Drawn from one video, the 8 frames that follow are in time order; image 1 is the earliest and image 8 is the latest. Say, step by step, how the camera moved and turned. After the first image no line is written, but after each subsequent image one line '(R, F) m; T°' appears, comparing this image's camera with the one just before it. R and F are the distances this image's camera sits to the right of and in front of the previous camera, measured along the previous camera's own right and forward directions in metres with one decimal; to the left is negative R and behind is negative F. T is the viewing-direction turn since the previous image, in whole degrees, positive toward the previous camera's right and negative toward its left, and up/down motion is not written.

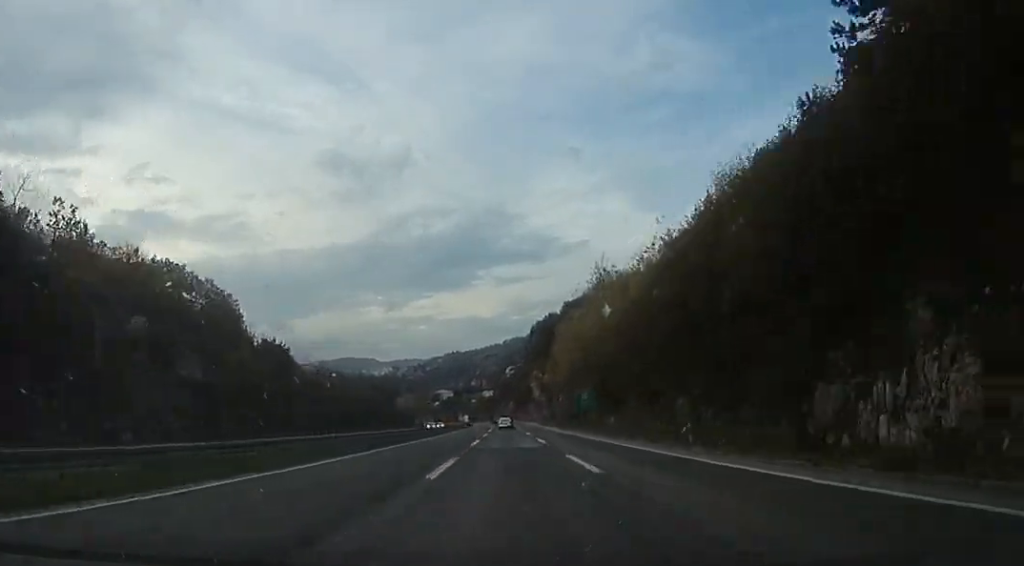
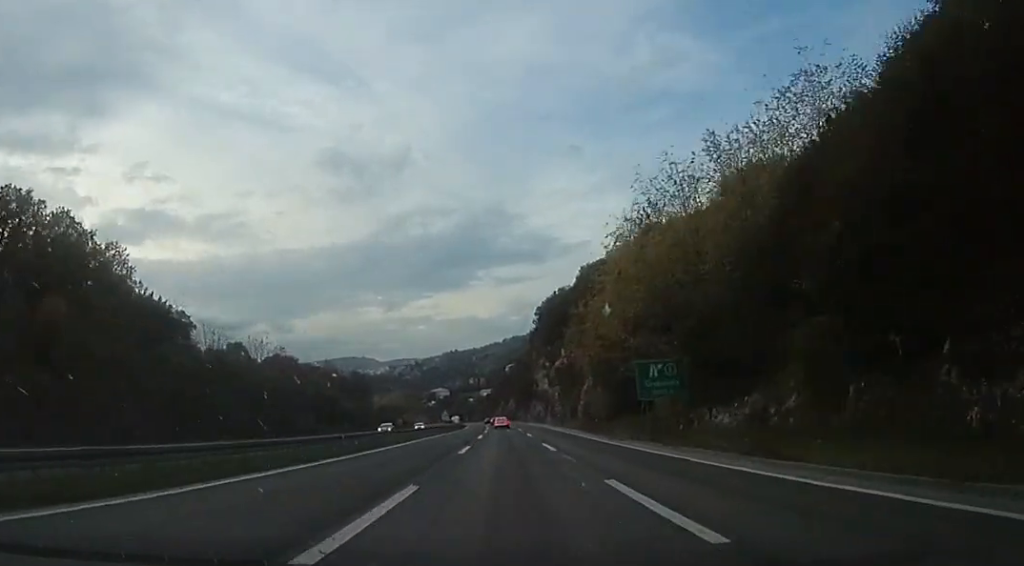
(-1.5, +26.2) m; 0°
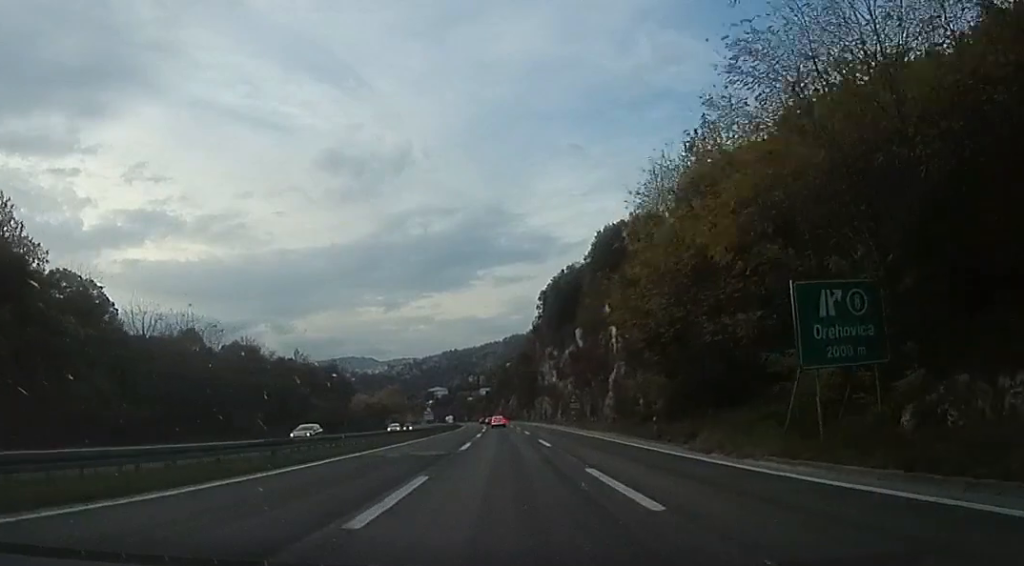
(+0.3, +16.1) m; +1°
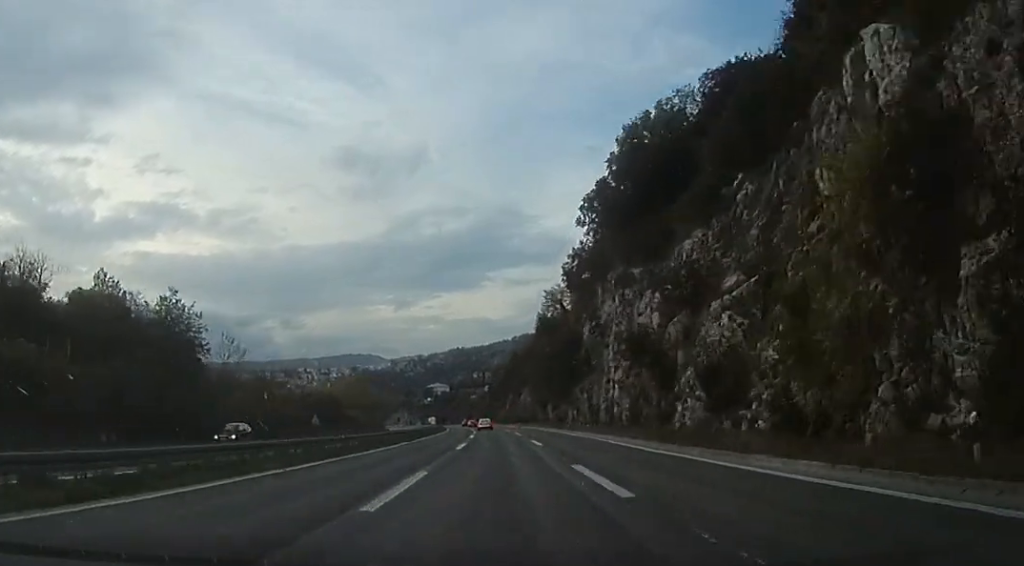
(+0.3, +52.8) m; -1°
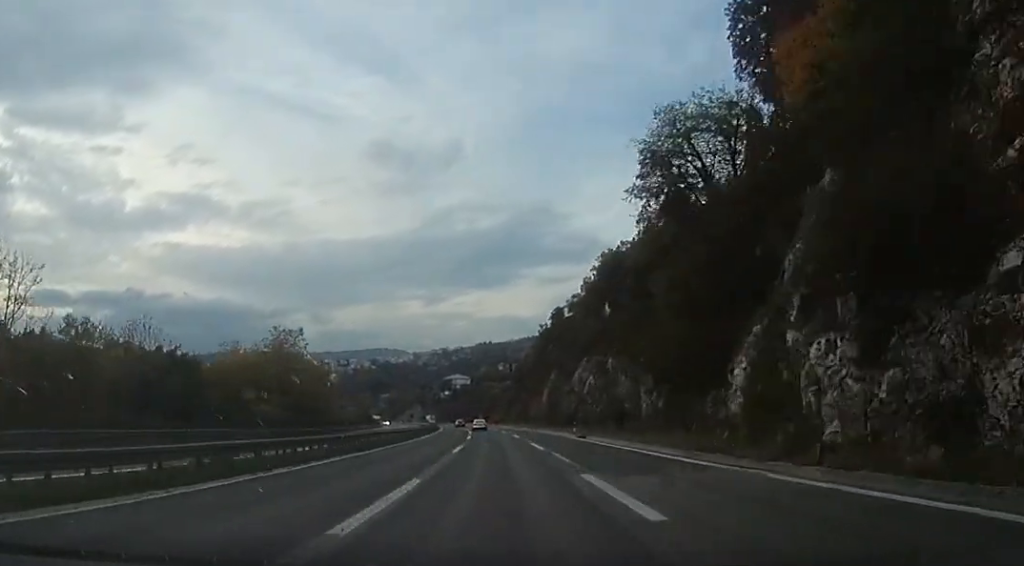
(-1.2, +56.1) m; -3°
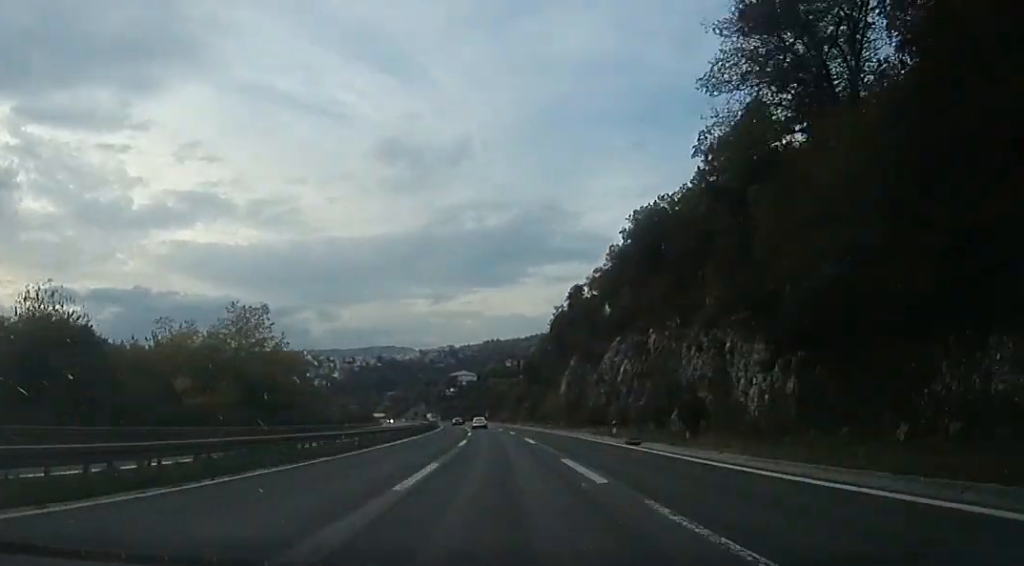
(0.0, +14.2) m; 0°
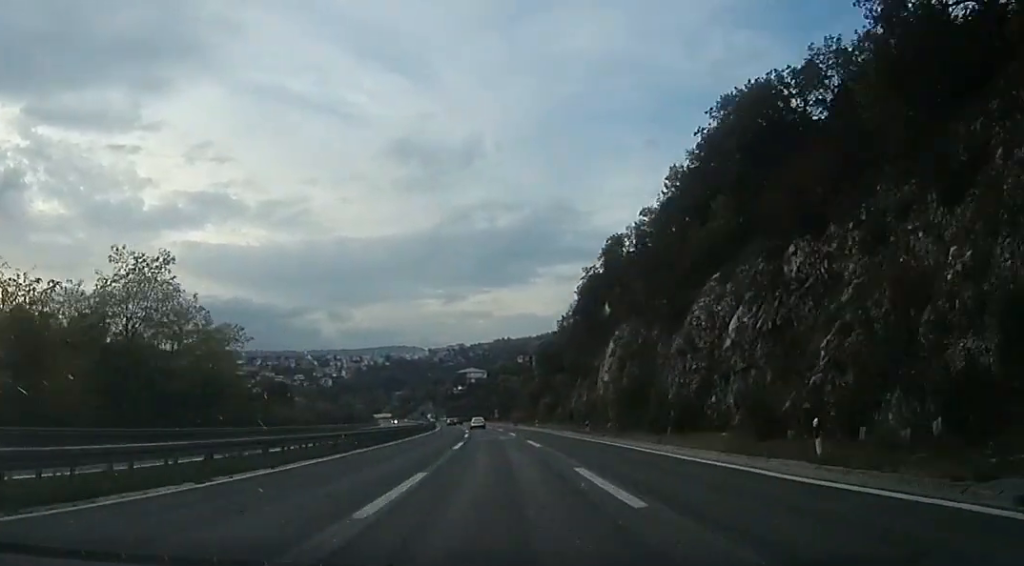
(0.0, +21.2) m; 0°
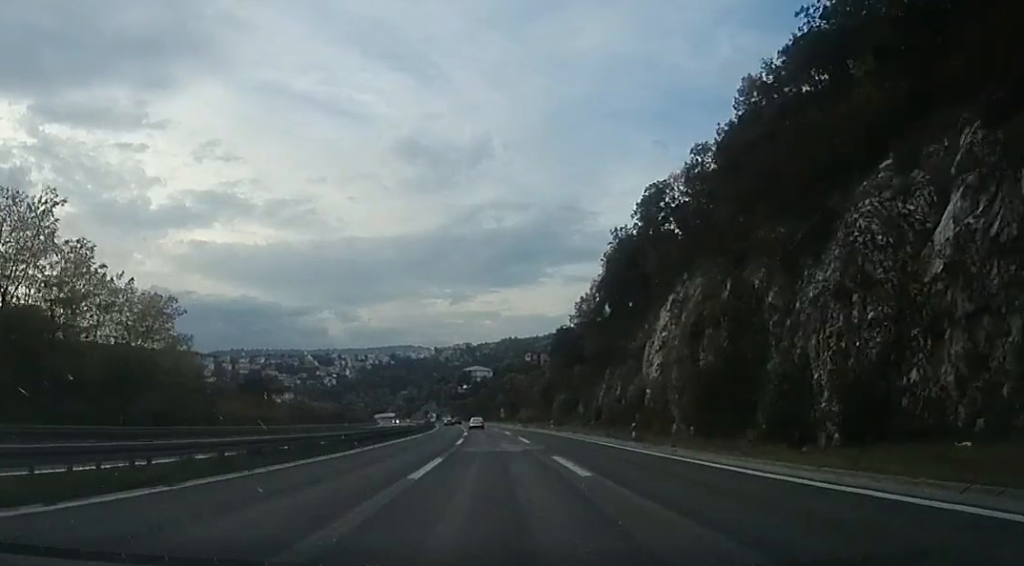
(+0.1, +13.1) m; -1°
